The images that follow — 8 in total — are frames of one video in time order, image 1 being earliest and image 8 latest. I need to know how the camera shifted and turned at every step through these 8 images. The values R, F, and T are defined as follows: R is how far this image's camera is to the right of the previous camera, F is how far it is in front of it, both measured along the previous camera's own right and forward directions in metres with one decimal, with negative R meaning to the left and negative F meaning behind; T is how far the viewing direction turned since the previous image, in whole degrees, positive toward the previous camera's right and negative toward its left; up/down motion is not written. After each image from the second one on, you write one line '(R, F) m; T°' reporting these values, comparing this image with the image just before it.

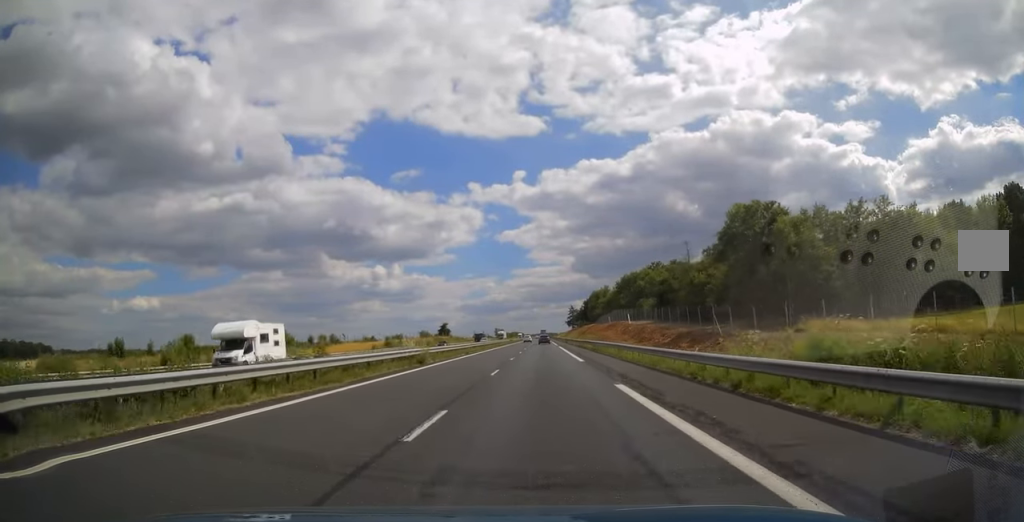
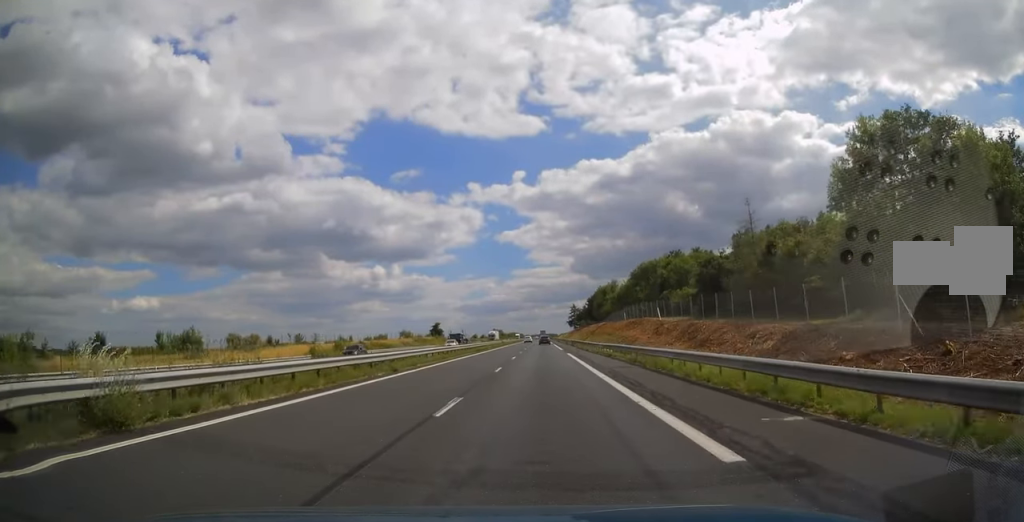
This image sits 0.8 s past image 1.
(+0.1, +23.5) m; 0°
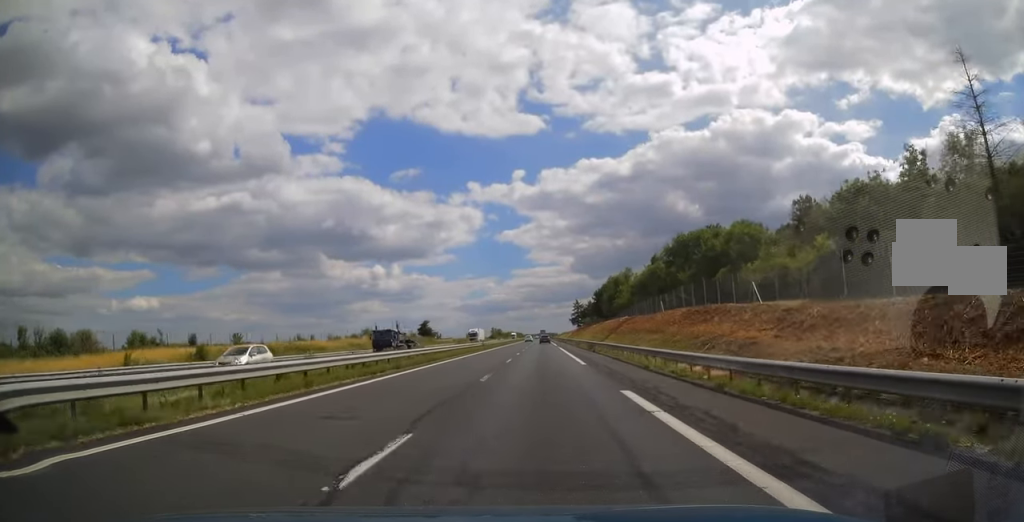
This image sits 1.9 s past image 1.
(-0.1, +31.0) m; 0°
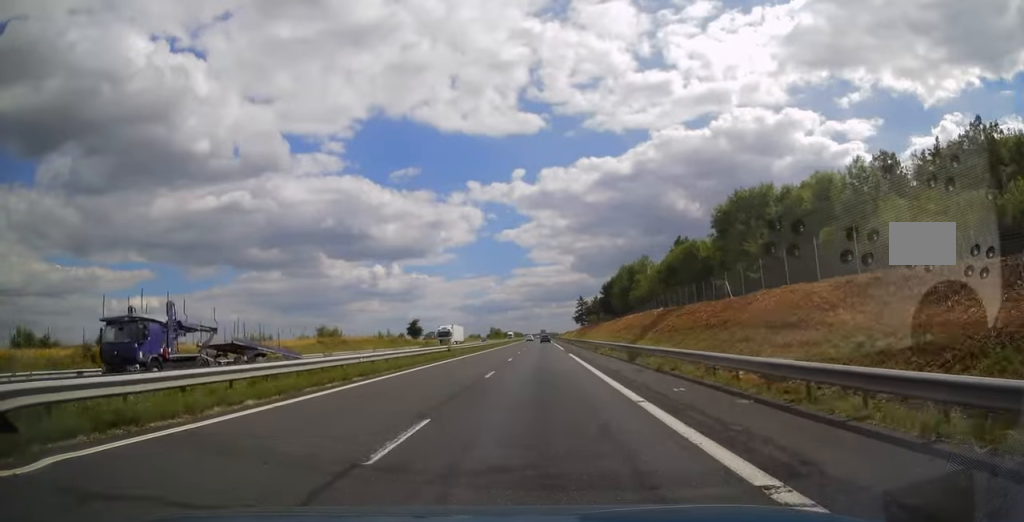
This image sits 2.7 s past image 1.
(0.0, +24.6) m; 0°
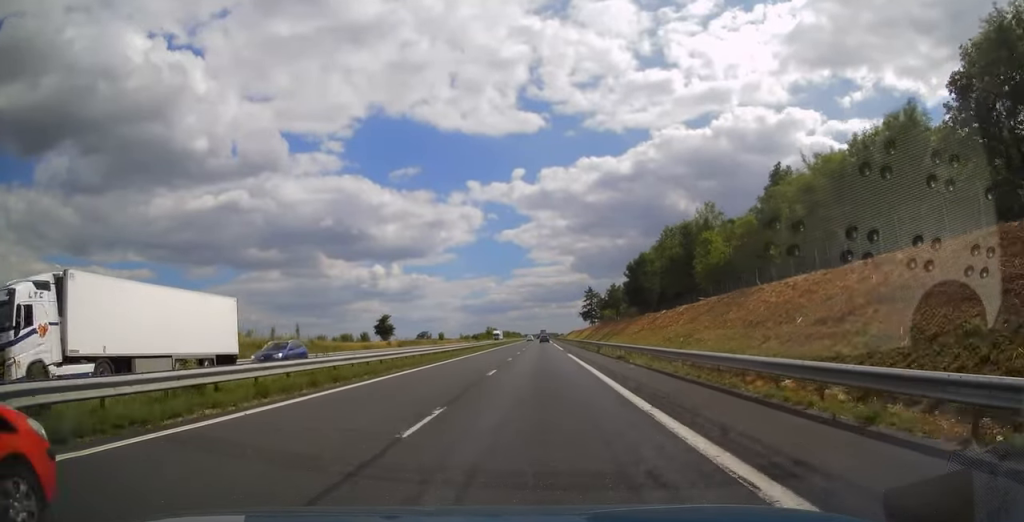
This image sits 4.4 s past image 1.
(0.0, +50.6) m; 0°
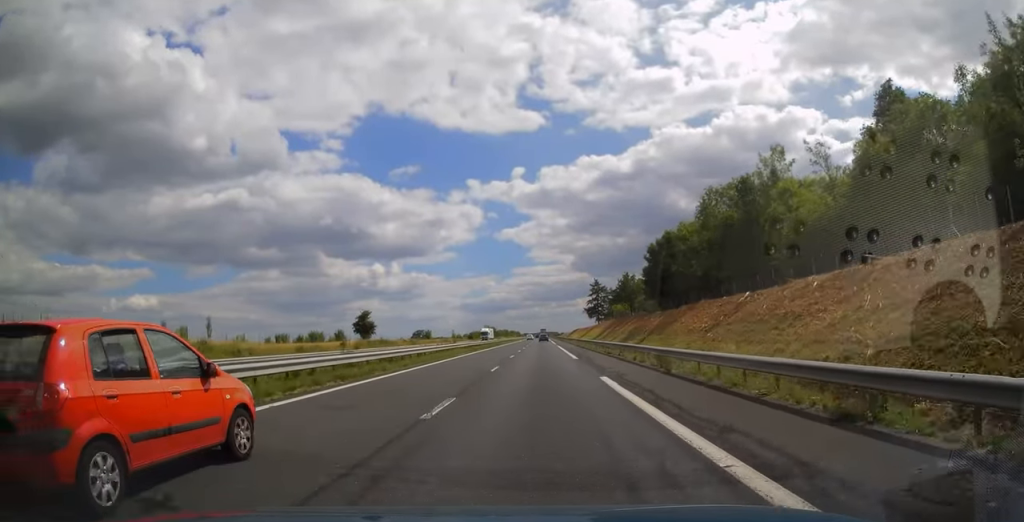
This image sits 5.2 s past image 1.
(0.0, +24.1) m; 0°
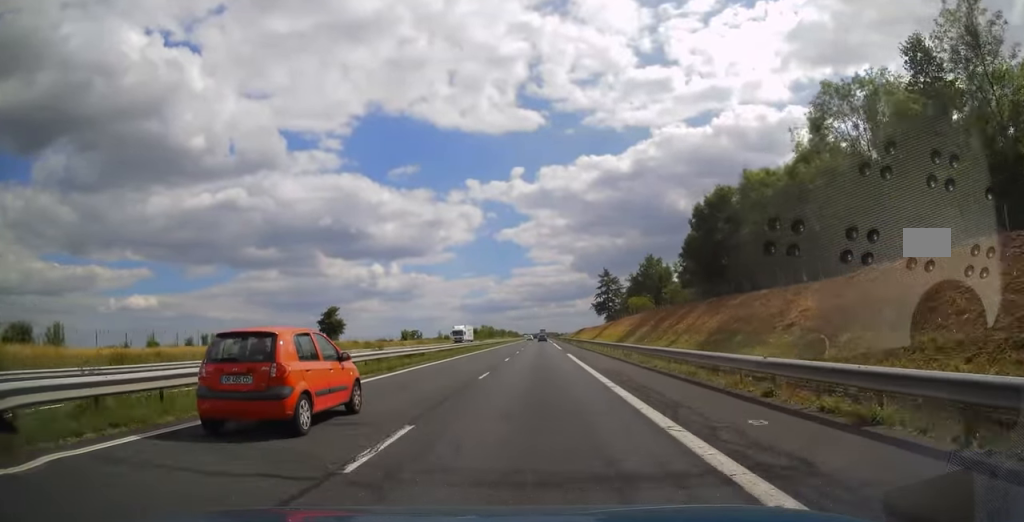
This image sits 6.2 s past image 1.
(+0.1, +29.9) m; 0°
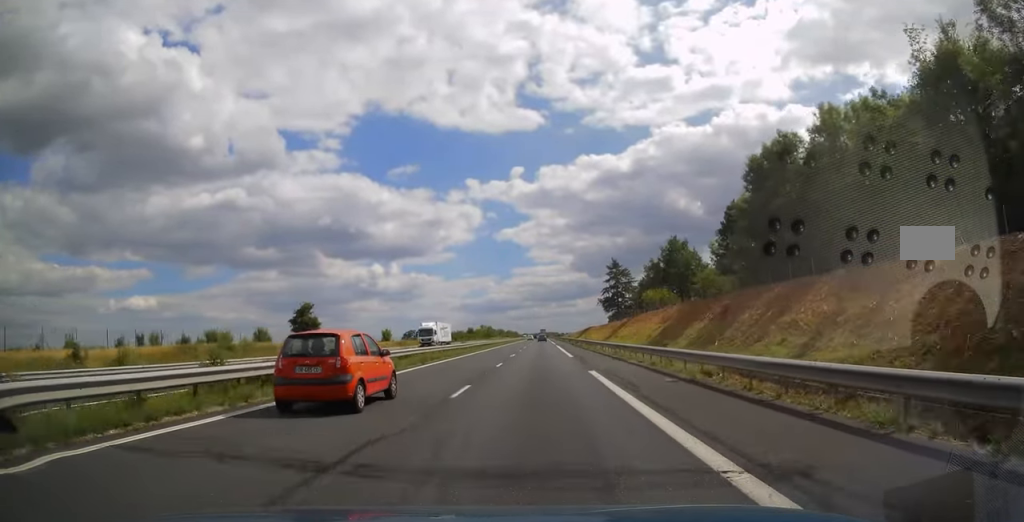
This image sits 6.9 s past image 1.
(0.0, +18.7) m; 0°
